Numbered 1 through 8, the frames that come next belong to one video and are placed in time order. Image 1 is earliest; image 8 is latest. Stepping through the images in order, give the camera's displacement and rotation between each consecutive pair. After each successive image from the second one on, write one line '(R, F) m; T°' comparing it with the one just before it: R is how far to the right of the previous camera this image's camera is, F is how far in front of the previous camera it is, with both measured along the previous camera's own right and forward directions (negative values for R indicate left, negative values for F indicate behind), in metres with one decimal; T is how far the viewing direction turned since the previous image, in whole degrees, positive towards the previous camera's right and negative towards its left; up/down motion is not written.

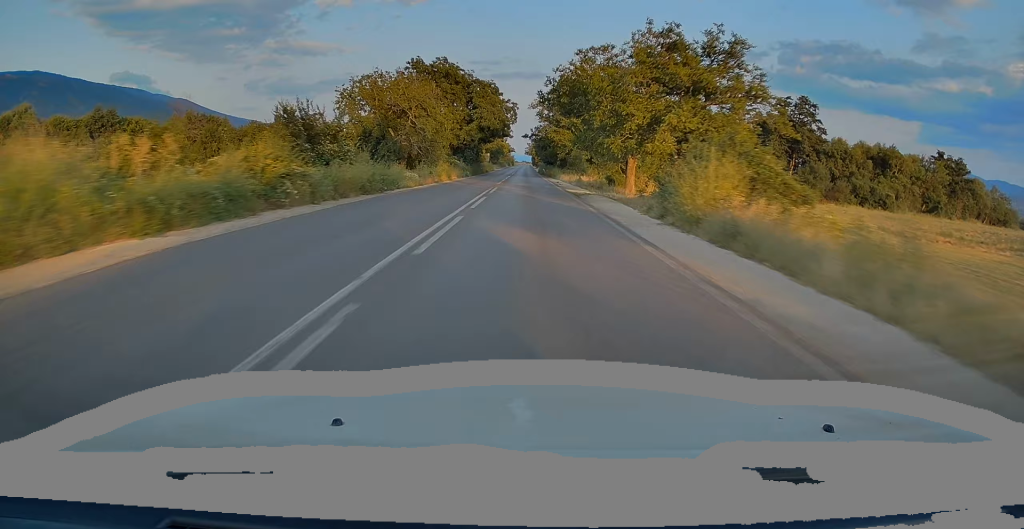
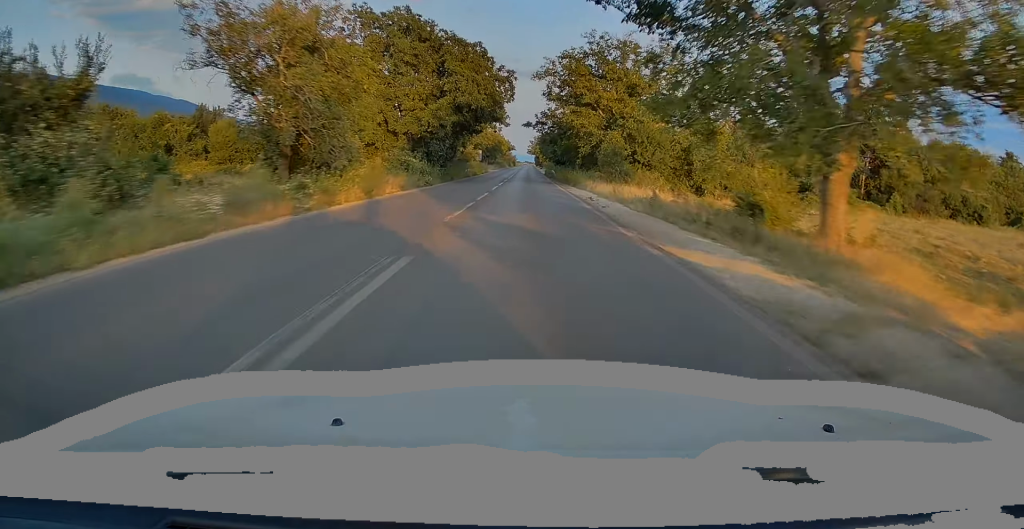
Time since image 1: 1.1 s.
(-0.1, +26.2) m; 0°
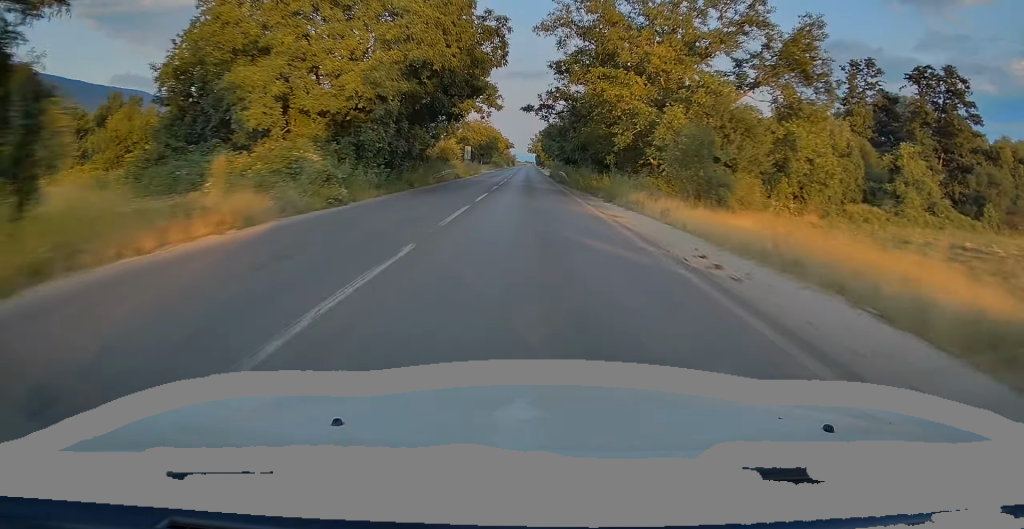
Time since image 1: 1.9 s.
(0.0, +18.2) m; 0°
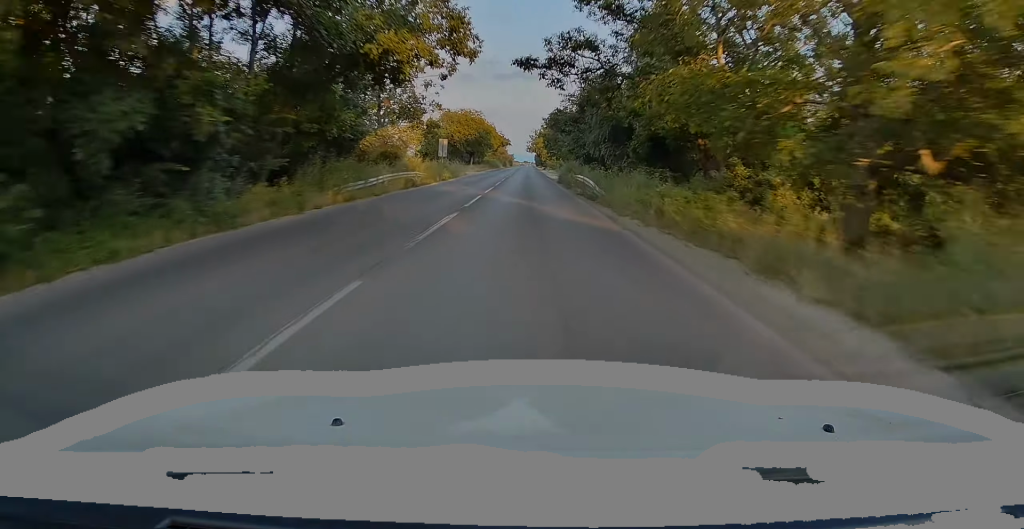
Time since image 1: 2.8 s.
(-0.1, +21.0) m; 0°
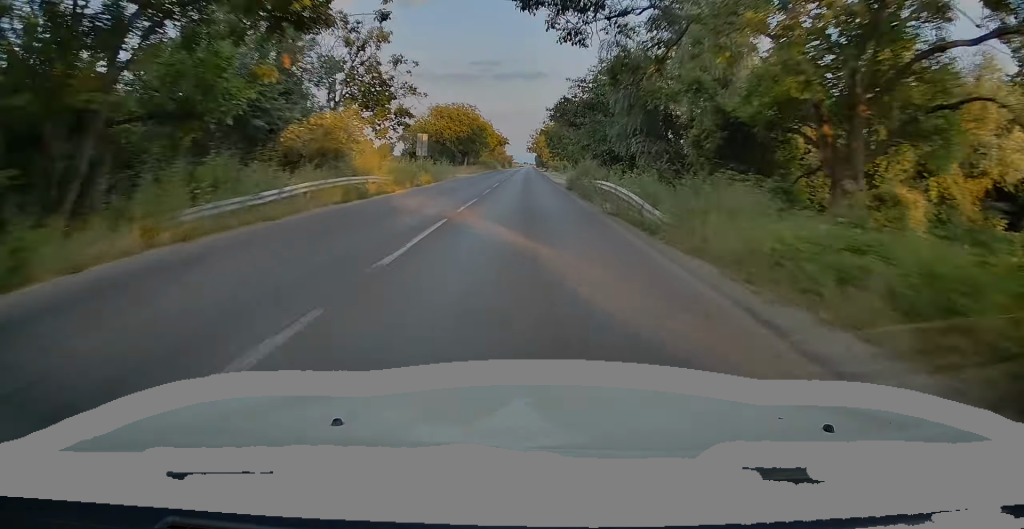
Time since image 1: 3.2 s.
(0.0, +10.7) m; 0°
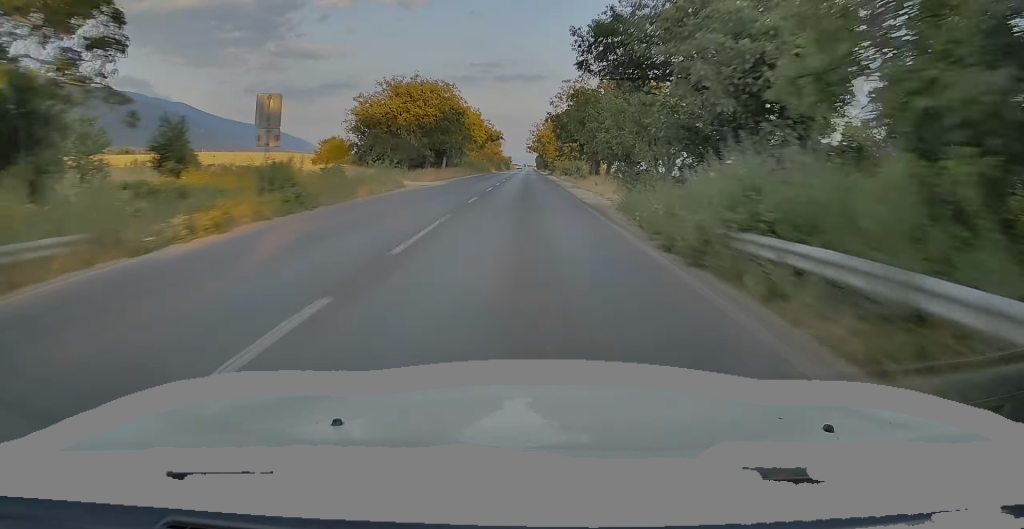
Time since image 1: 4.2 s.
(0.0, +25.9) m; 0°
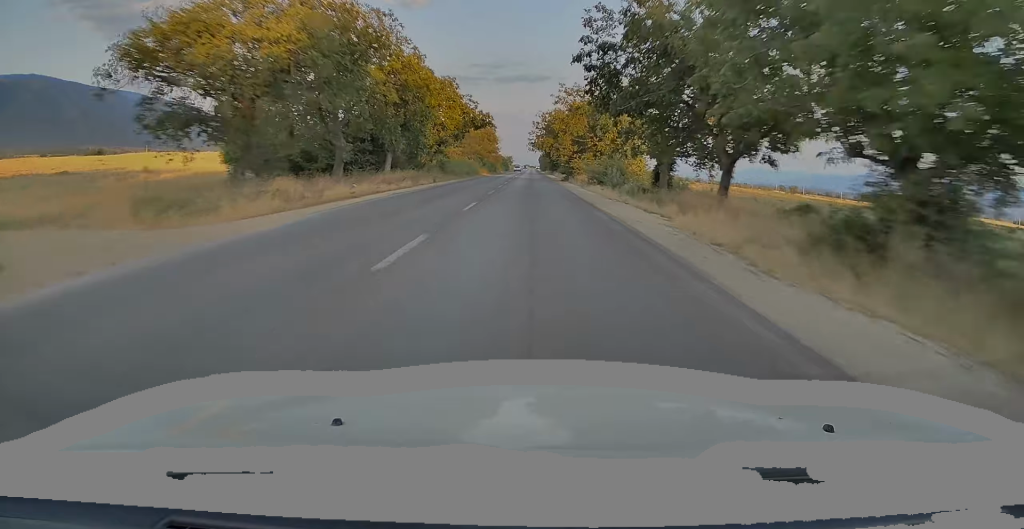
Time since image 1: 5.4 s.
(-0.2, +30.8) m; 0°
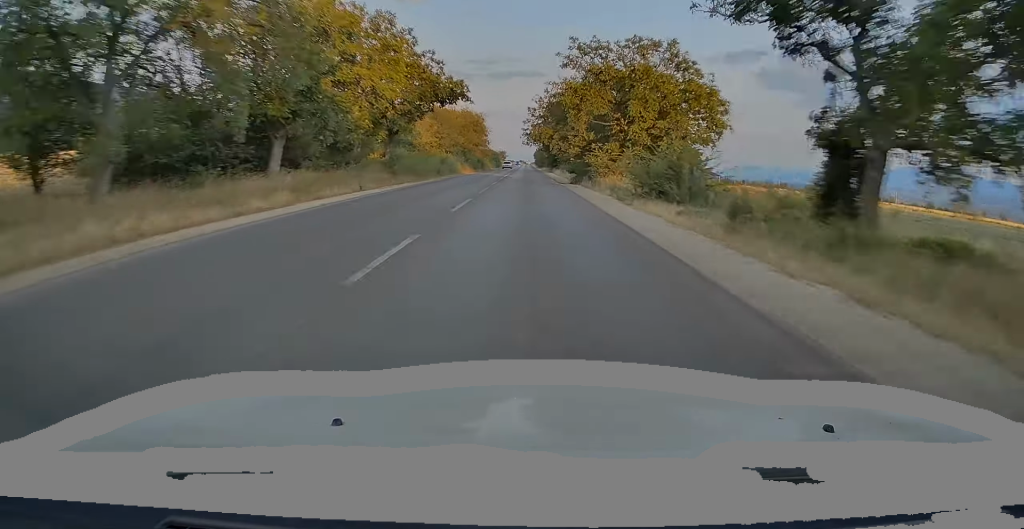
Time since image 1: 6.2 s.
(+0.2, +19.1) m; 0°
